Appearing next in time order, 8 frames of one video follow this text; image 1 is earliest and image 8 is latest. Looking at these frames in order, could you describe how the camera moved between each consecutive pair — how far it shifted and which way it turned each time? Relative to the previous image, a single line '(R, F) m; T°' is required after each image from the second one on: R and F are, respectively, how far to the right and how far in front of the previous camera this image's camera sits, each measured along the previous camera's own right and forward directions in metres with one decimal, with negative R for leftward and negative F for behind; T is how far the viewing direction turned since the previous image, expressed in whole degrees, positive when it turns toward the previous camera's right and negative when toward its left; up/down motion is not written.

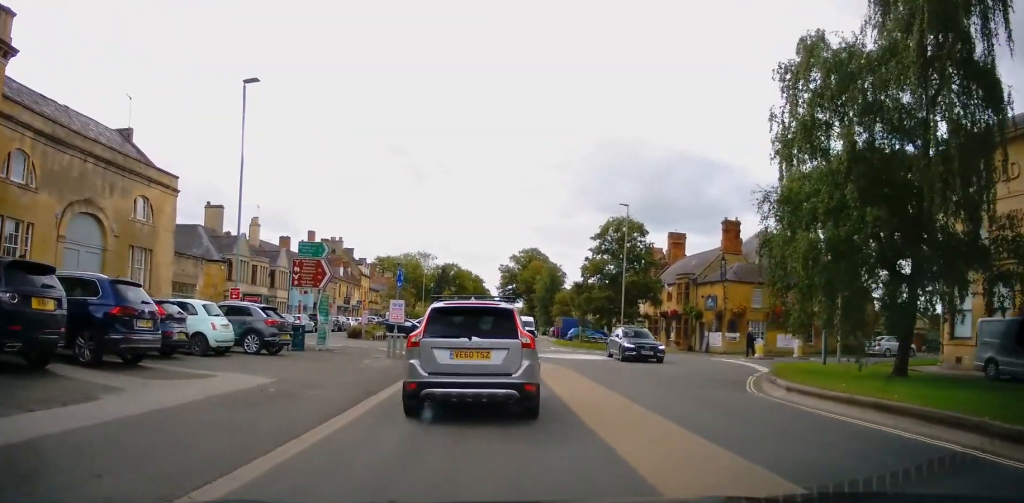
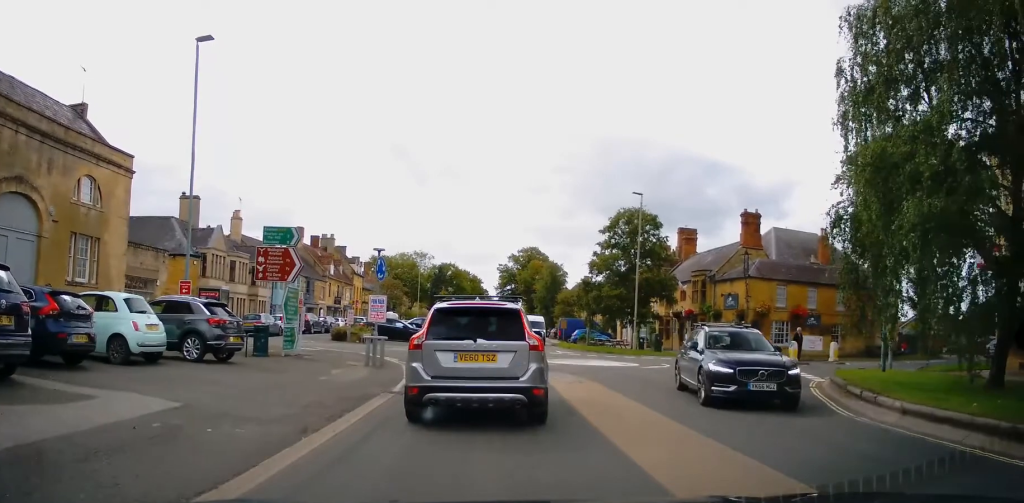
(-0.1, +4.3) m; +1°
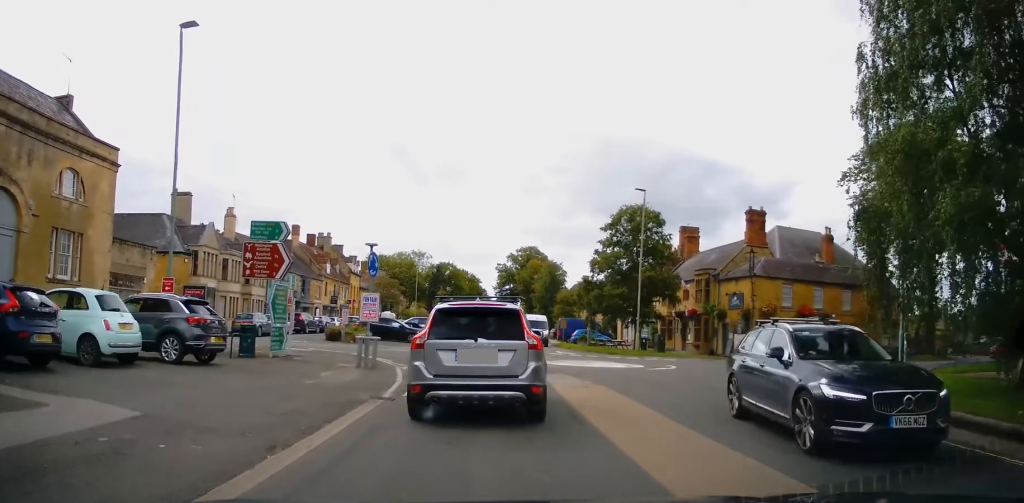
(+0.1, +1.2) m; 0°
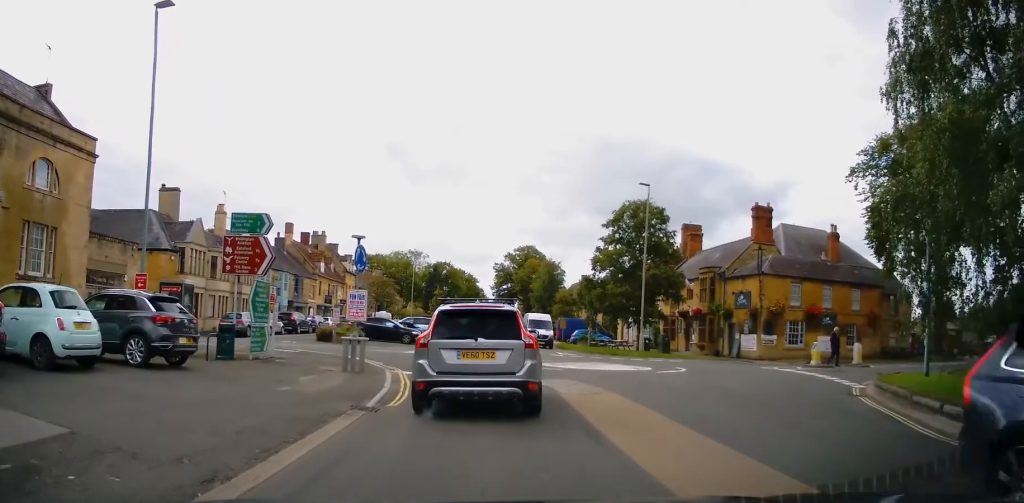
(-0.2, +1.6) m; -4°
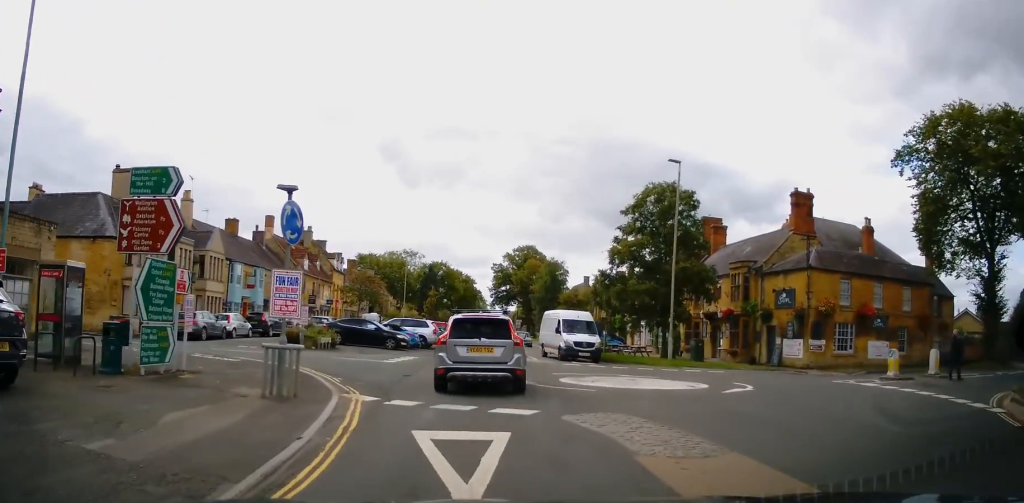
(+0.1, +6.2) m; +2°
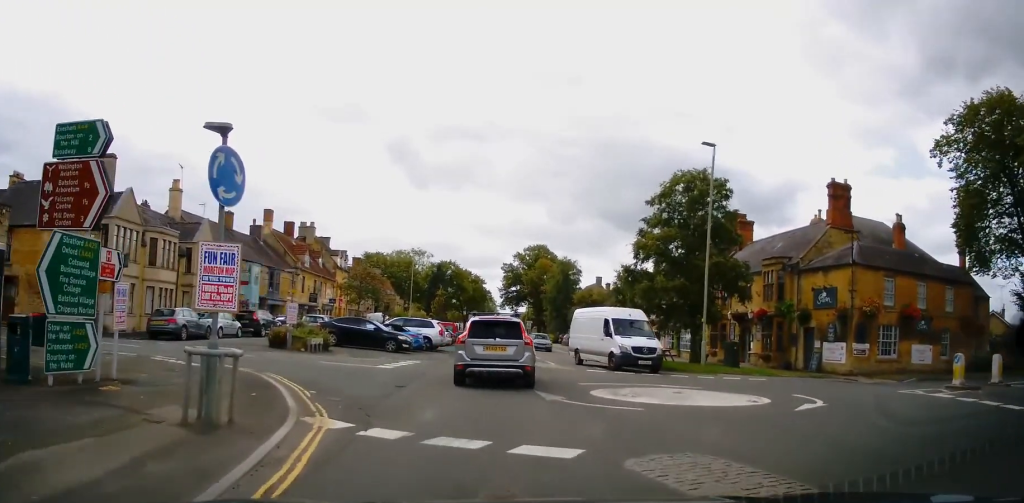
(-0.1, +3.3) m; 0°
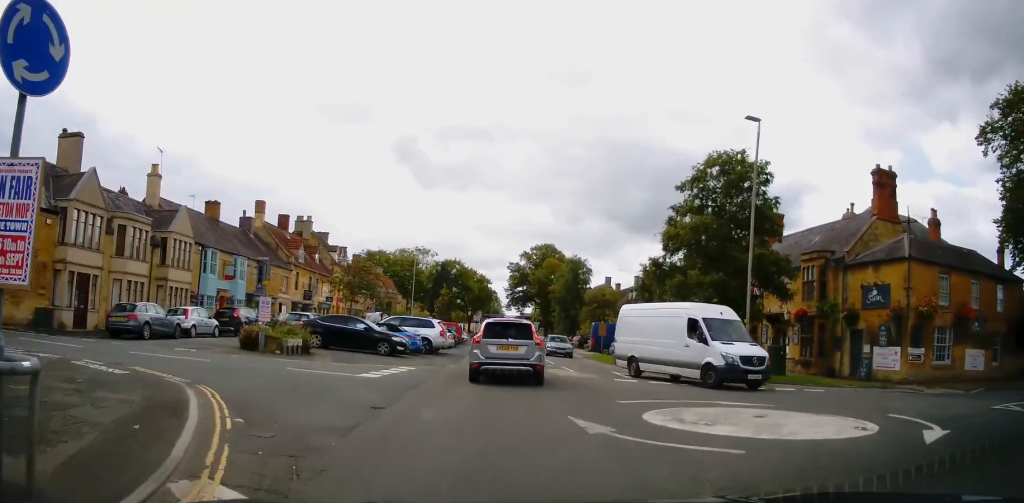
(-0.1, +3.7) m; +1°
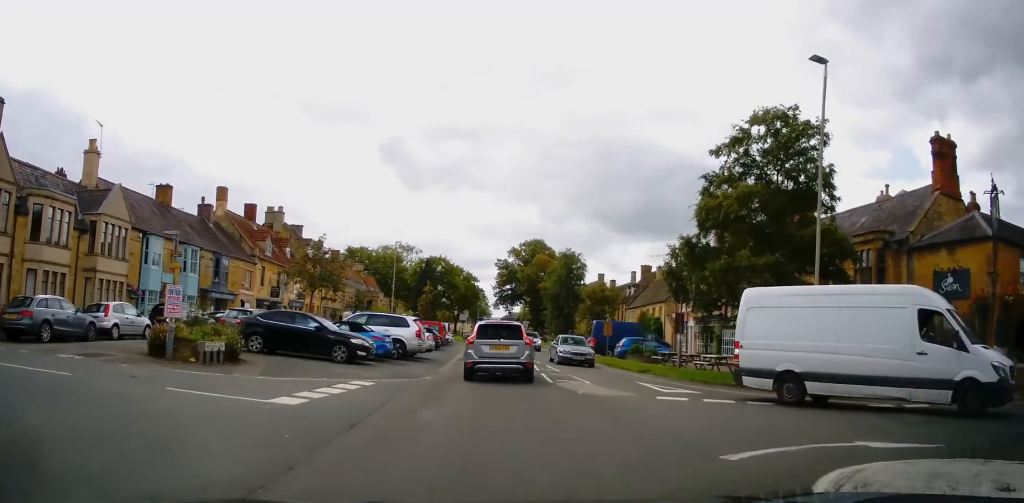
(+0.3, +5.5) m; +4°
